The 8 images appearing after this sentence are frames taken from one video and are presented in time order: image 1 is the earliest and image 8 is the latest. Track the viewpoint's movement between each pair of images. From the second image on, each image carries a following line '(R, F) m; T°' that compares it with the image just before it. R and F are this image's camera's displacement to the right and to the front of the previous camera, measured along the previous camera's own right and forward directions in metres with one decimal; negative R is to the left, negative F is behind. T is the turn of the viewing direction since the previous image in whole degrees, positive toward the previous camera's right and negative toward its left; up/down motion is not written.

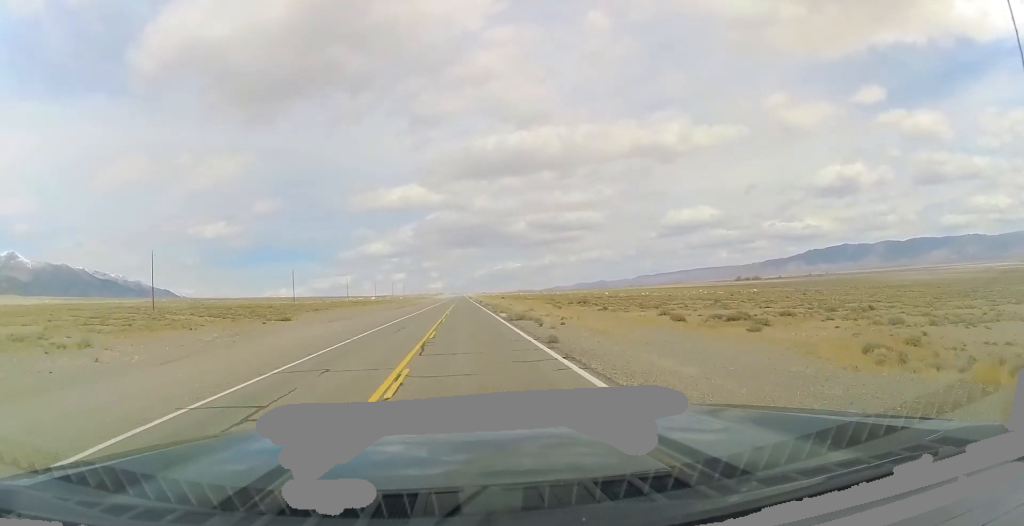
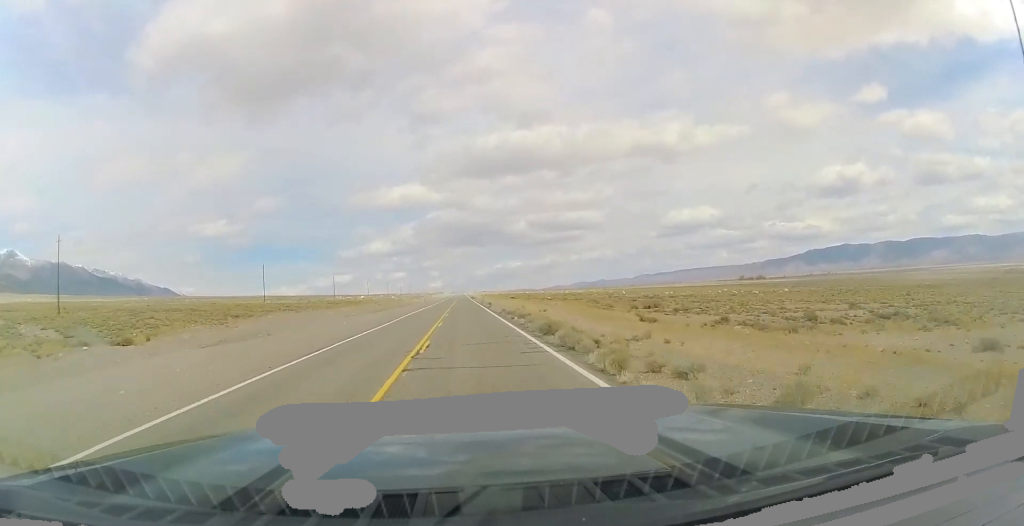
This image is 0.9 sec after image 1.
(-0.2, +29.8) m; 0°
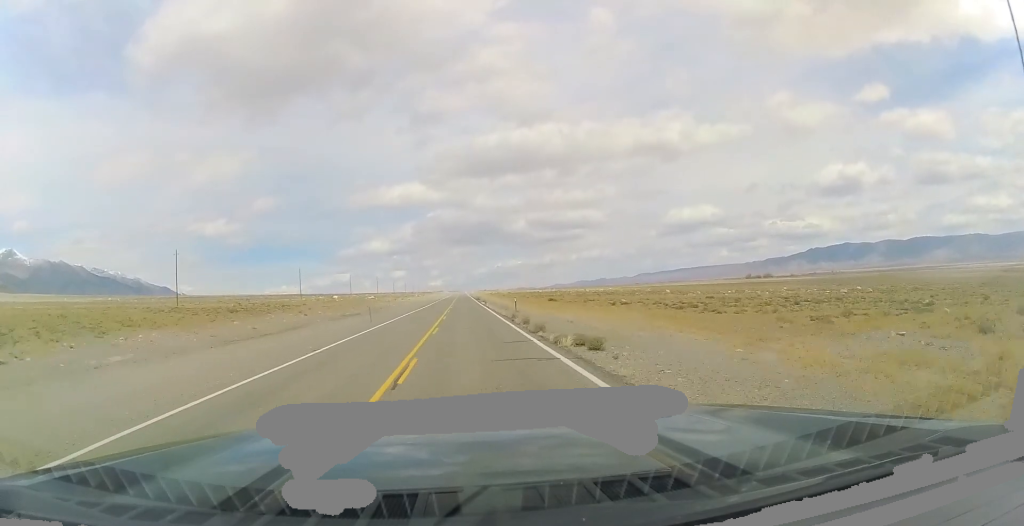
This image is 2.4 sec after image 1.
(+0.4, +53.8) m; +1°
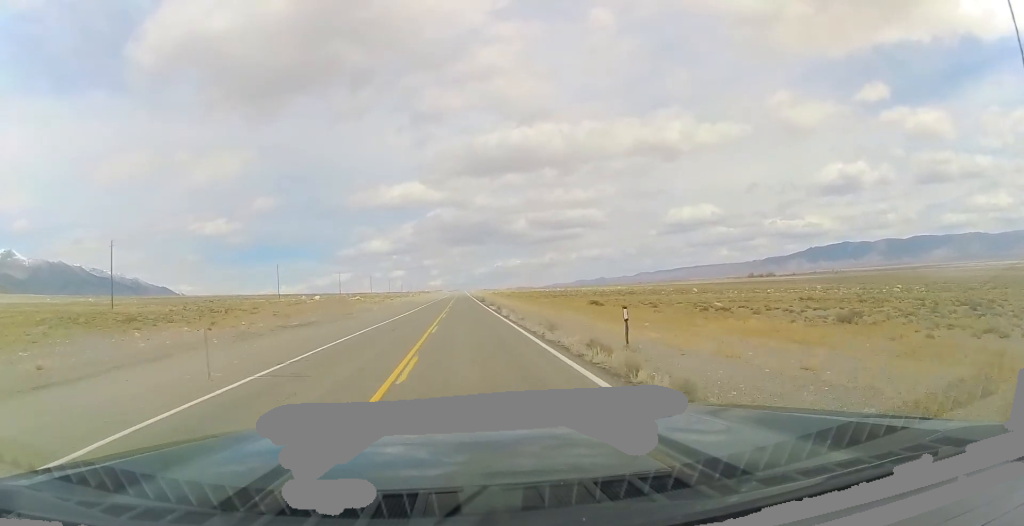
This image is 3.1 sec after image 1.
(0.0, +24.1) m; 0°
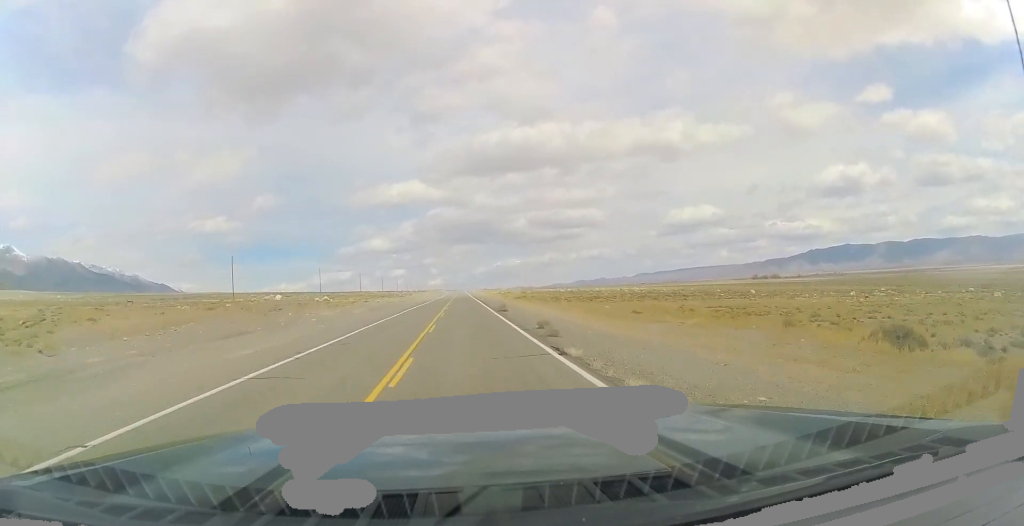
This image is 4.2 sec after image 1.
(0.0, +36.8) m; -1°
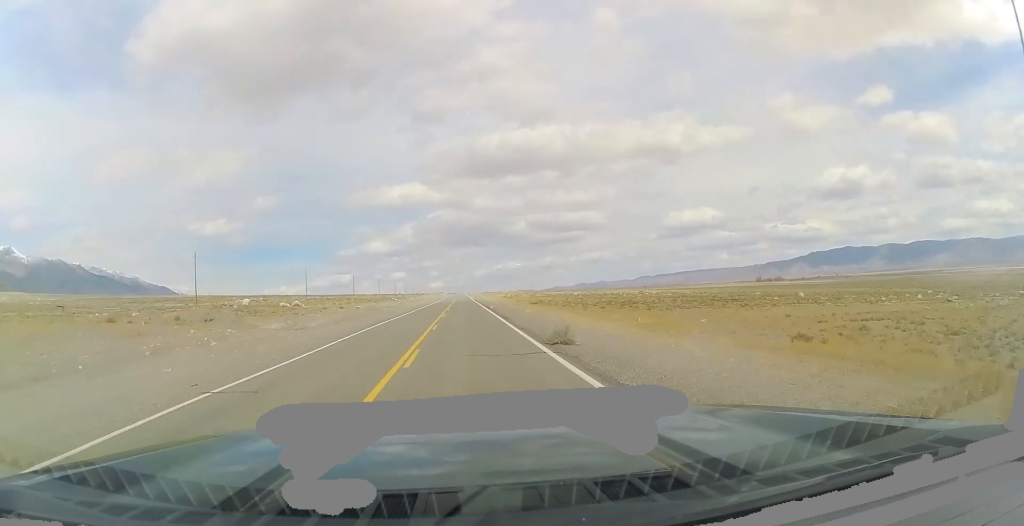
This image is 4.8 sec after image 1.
(-0.2, +21.9) m; 0°
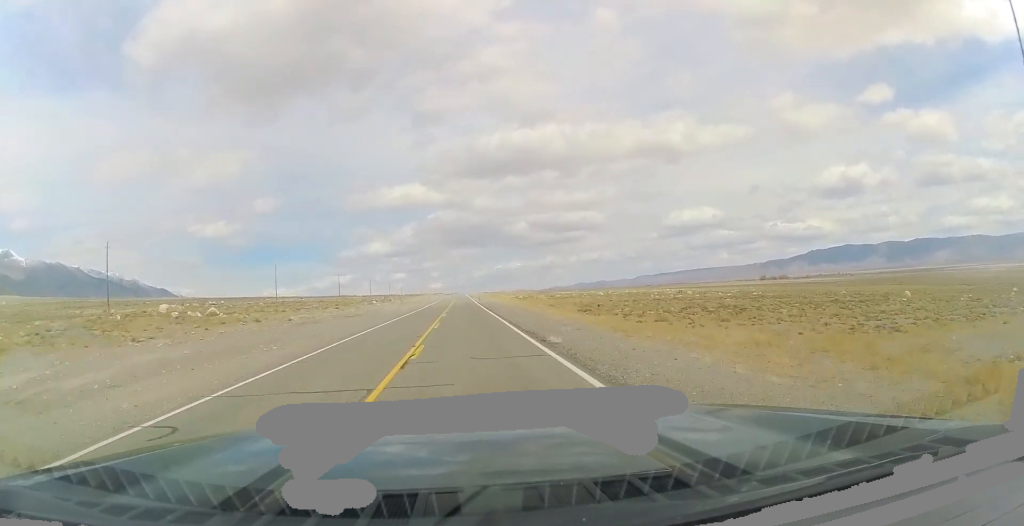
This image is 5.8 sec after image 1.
(+0.2, +34.8) m; 0°
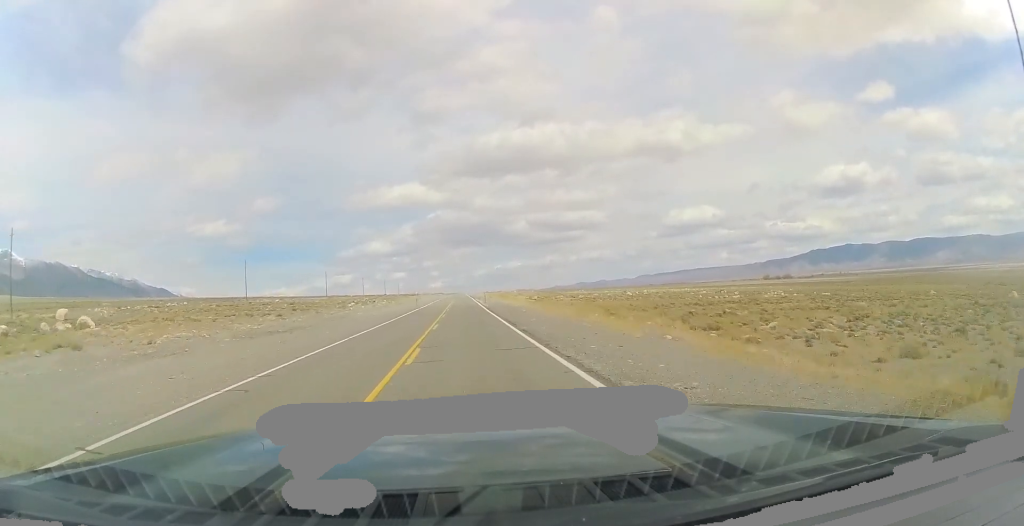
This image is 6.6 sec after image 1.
(+0.1, +25.5) m; 0°
